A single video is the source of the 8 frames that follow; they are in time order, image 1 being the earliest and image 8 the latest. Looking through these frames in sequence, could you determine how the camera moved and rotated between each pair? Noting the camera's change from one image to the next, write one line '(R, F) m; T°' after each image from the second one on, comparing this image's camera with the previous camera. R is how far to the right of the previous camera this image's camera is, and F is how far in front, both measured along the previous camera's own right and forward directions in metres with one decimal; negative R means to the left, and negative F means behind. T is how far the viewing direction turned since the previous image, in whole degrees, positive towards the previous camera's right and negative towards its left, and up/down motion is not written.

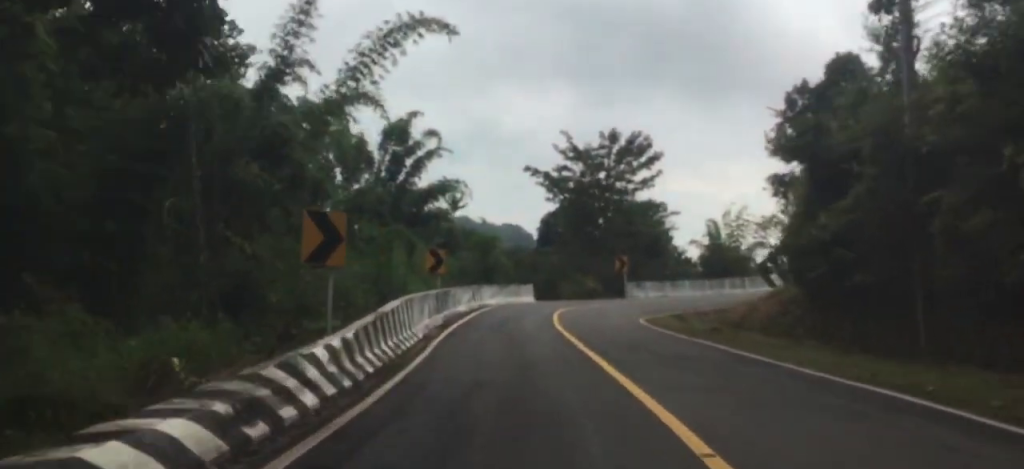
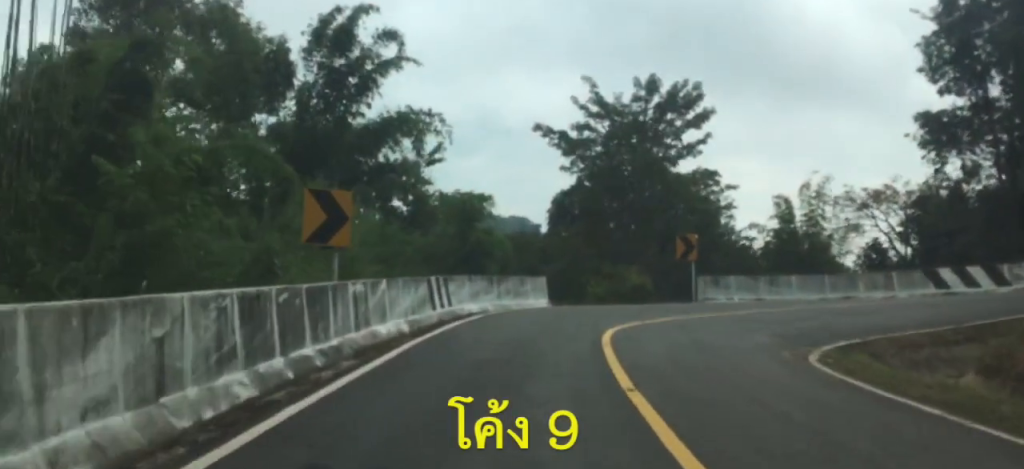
(-2.7, +23.5) m; -3°
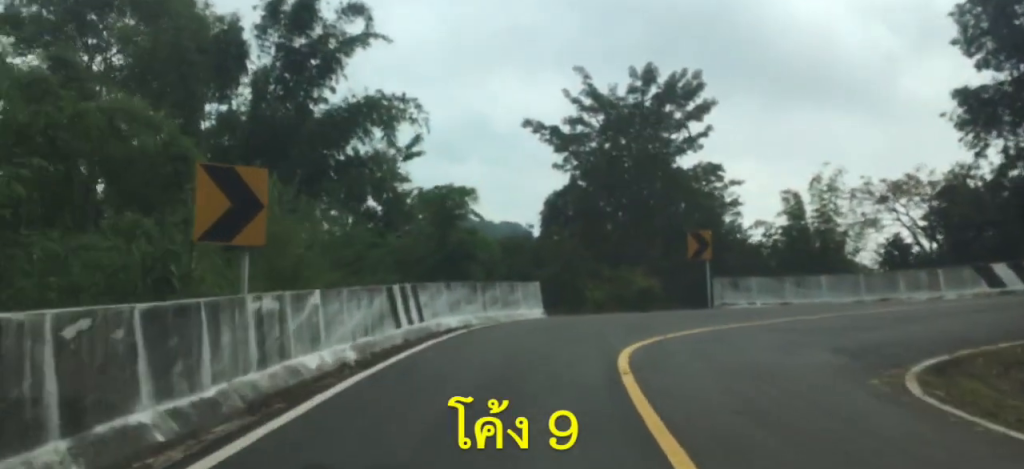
(+0.5, +5.3) m; +3°
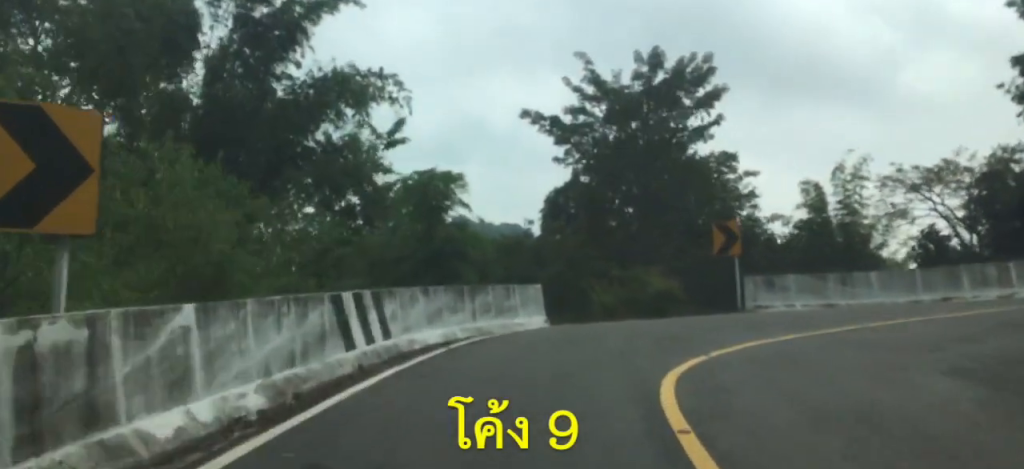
(+0.1, +5.5) m; +3°
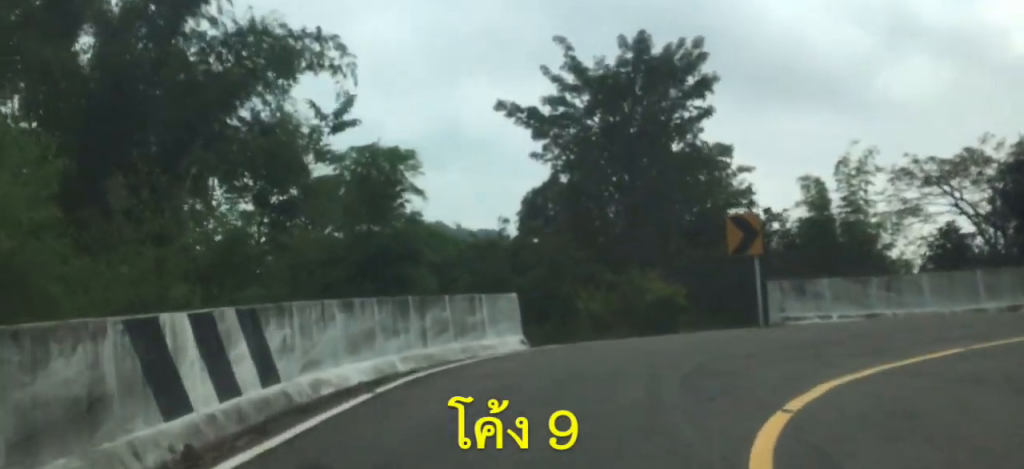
(-0.4, +6.7) m; +4°
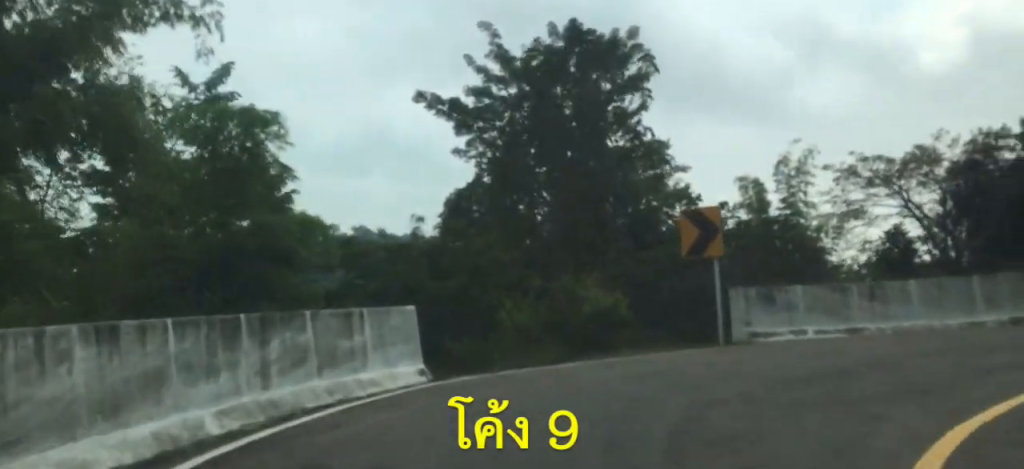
(+0.8, +5.9) m; +6°
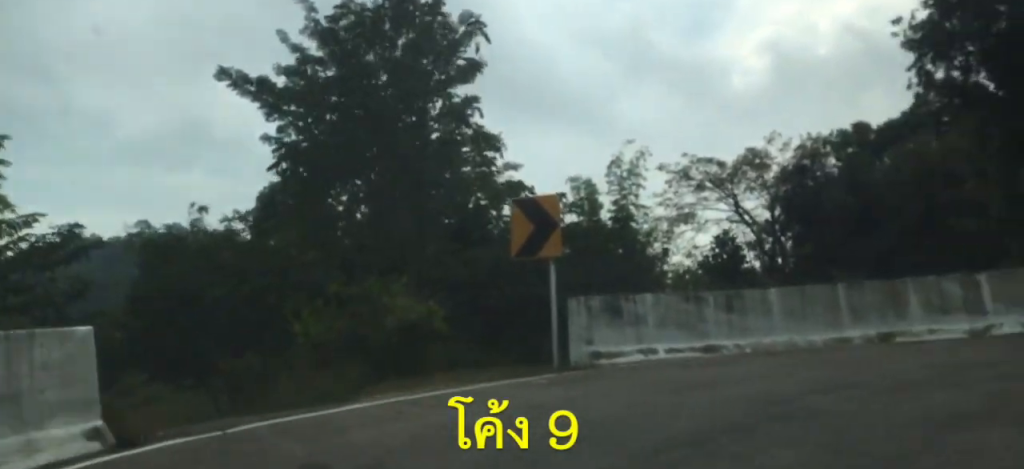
(+0.3, +5.2) m; +8°
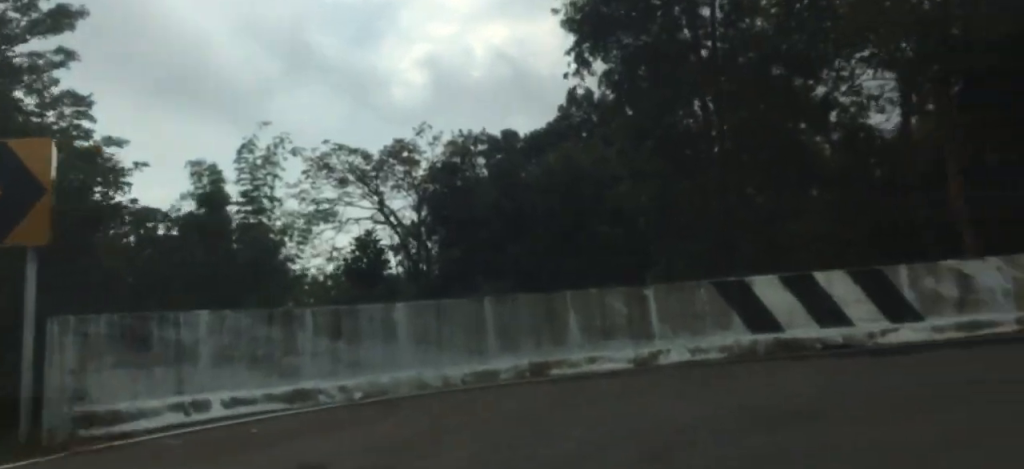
(+0.2, +5.0) m; +18°
